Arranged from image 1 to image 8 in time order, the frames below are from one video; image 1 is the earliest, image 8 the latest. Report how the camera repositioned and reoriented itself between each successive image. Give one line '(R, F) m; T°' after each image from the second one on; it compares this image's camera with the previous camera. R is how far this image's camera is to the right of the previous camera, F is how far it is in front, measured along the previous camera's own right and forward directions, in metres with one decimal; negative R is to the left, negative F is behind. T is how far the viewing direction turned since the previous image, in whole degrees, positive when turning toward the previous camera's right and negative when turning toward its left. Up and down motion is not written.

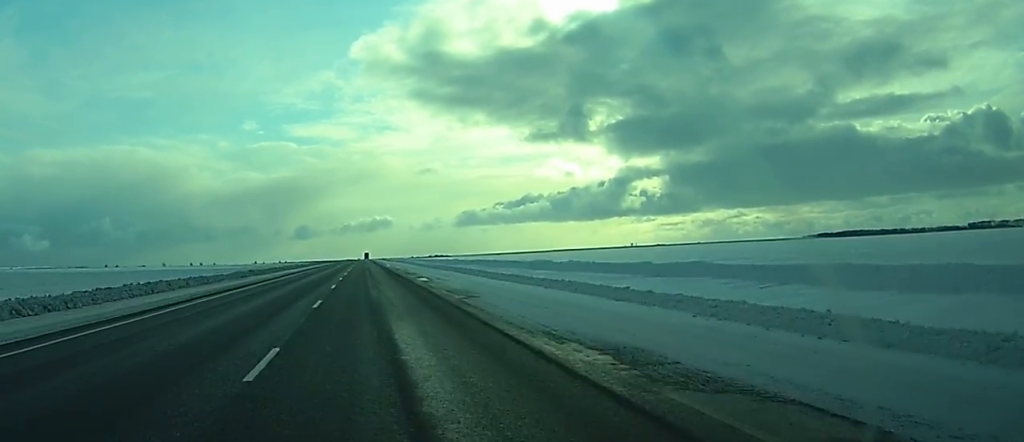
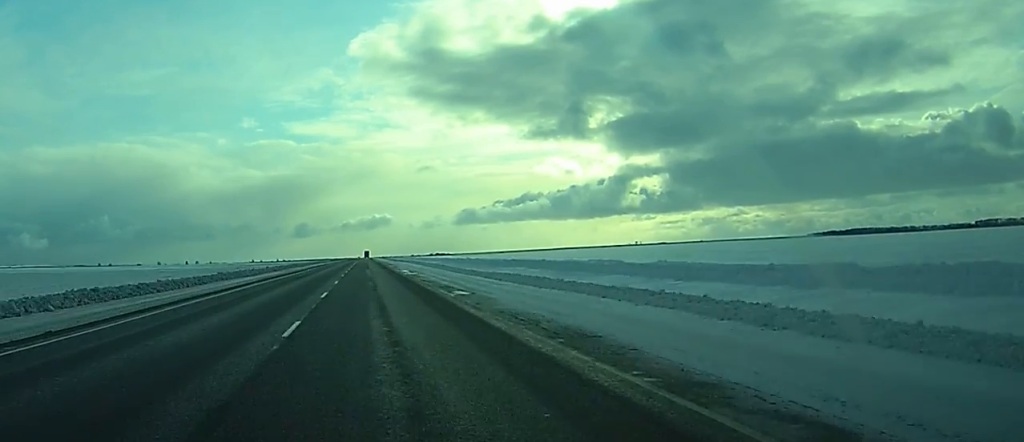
(0.0, +43.1) m; 0°
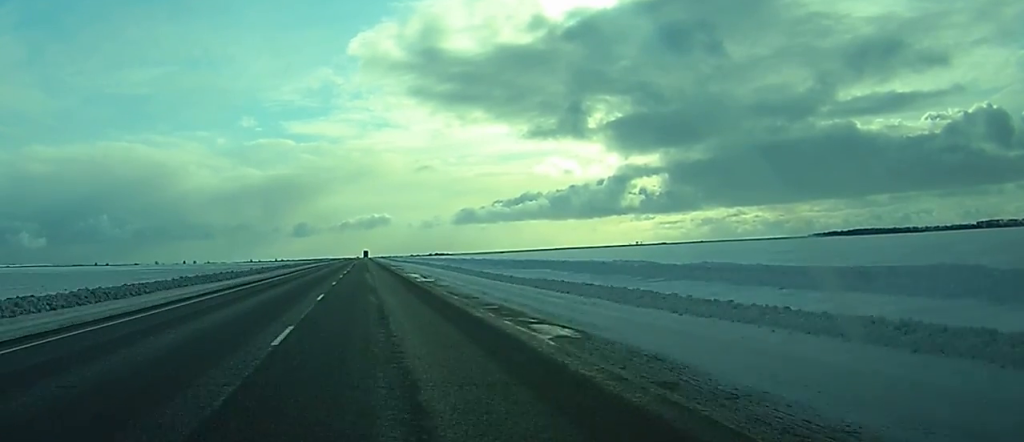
(0.0, +13.2) m; 0°
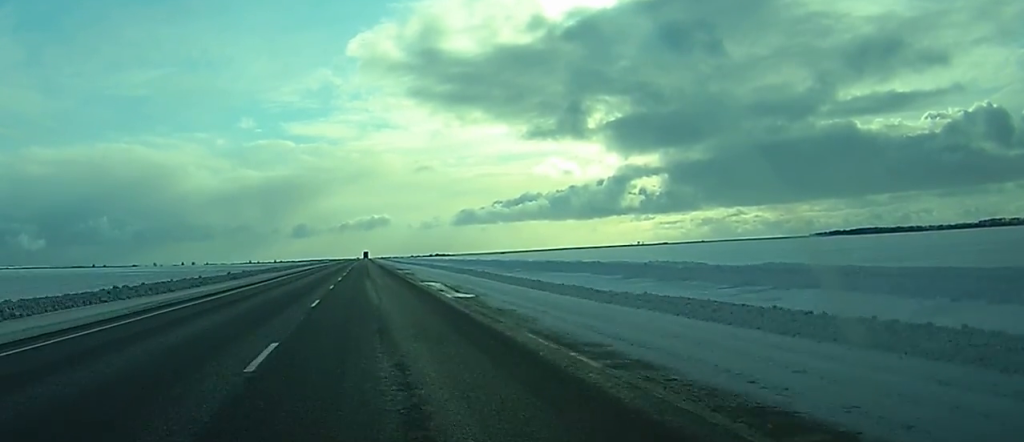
(0.0, +14.4) m; 0°
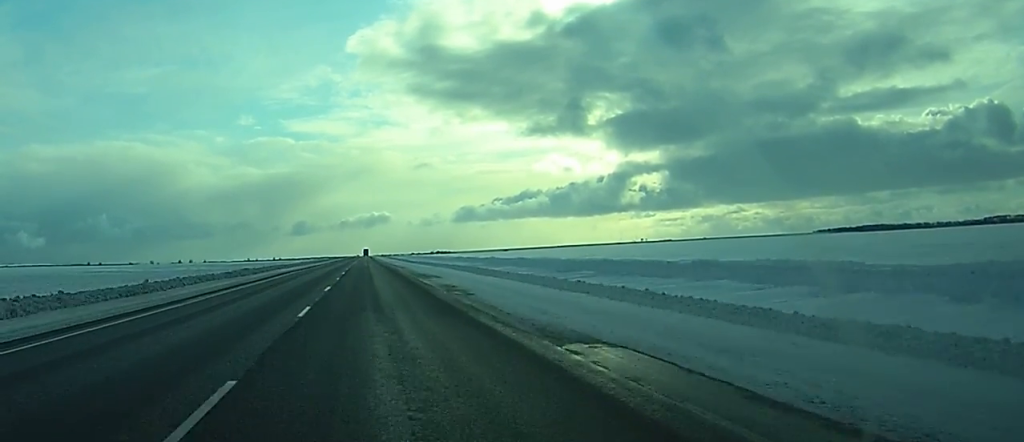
(0.0, +27.6) m; 0°
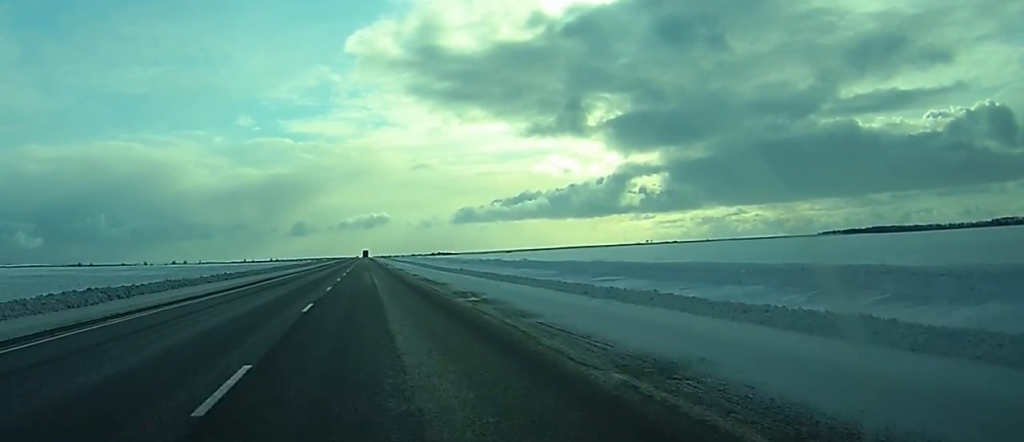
(+0.1, +46.3) m; 0°
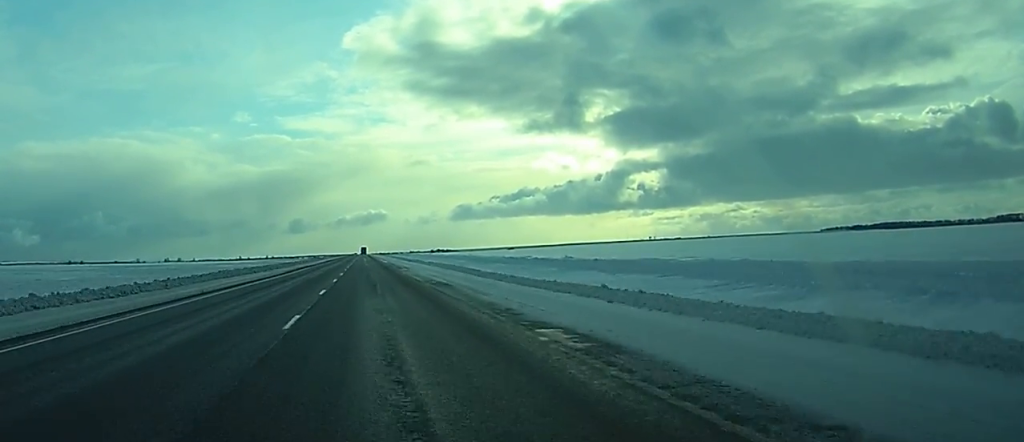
(0.0, +39.6) m; 0°
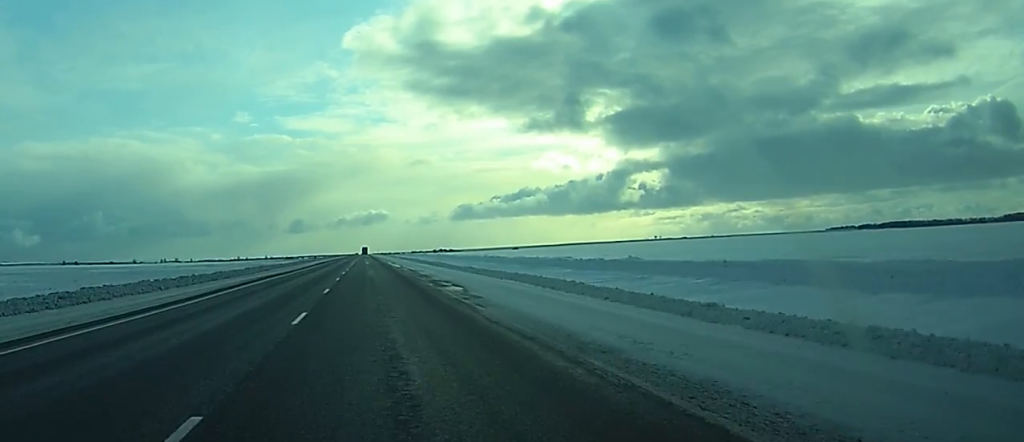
(+0.2, +34.1) m; 0°
